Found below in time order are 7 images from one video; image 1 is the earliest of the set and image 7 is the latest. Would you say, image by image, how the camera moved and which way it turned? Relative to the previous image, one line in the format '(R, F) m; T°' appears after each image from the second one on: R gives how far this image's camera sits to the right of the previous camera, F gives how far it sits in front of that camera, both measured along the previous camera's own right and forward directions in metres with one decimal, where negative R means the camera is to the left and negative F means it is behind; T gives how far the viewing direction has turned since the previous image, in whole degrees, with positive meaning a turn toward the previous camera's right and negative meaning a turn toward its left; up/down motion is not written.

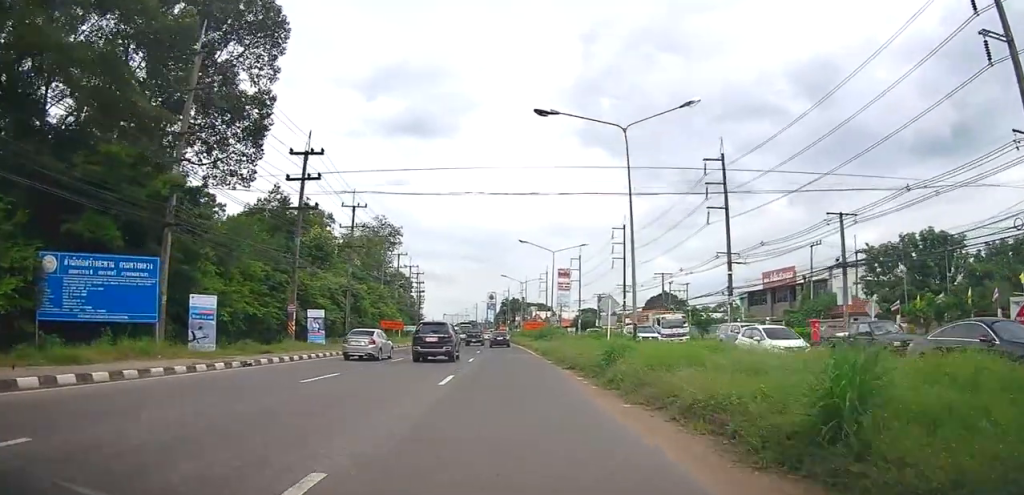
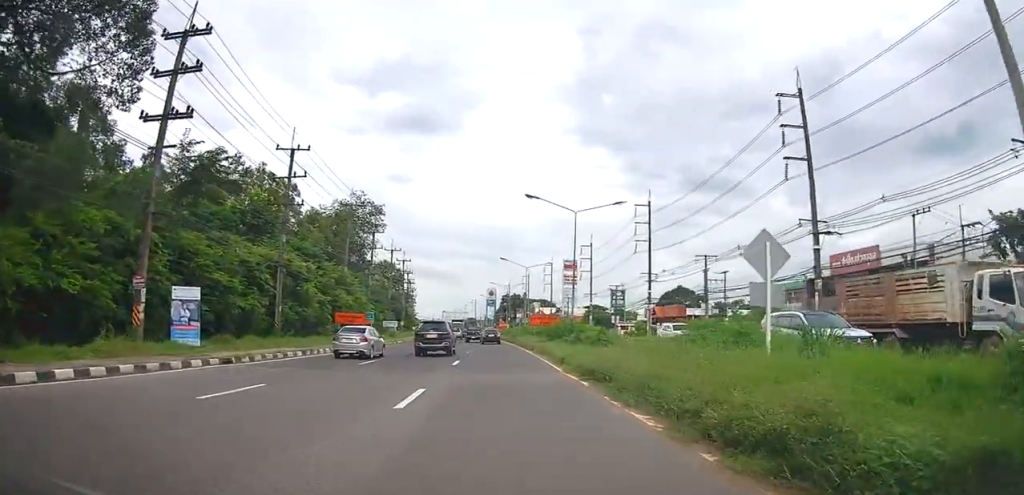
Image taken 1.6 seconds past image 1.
(-0.2, +17.5) m; -2°
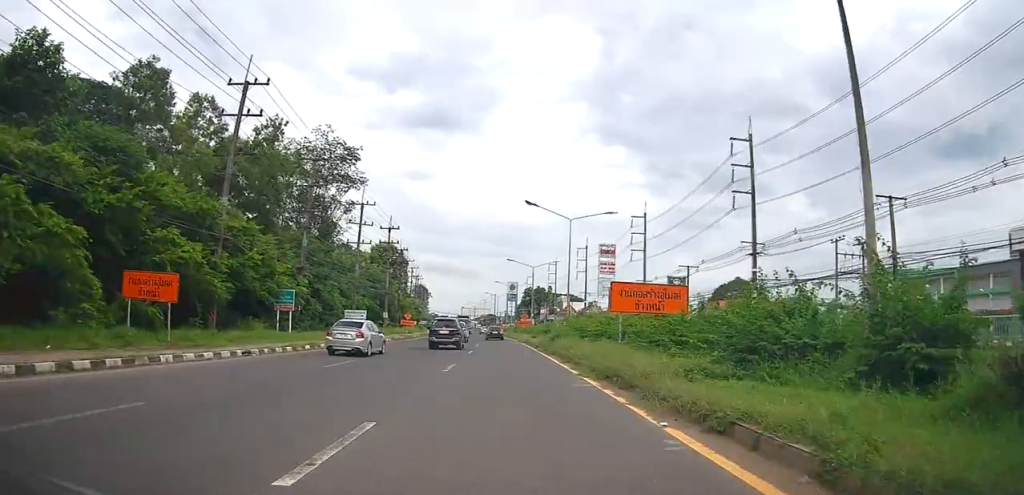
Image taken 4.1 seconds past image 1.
(0.0, +29.7) m; -1°
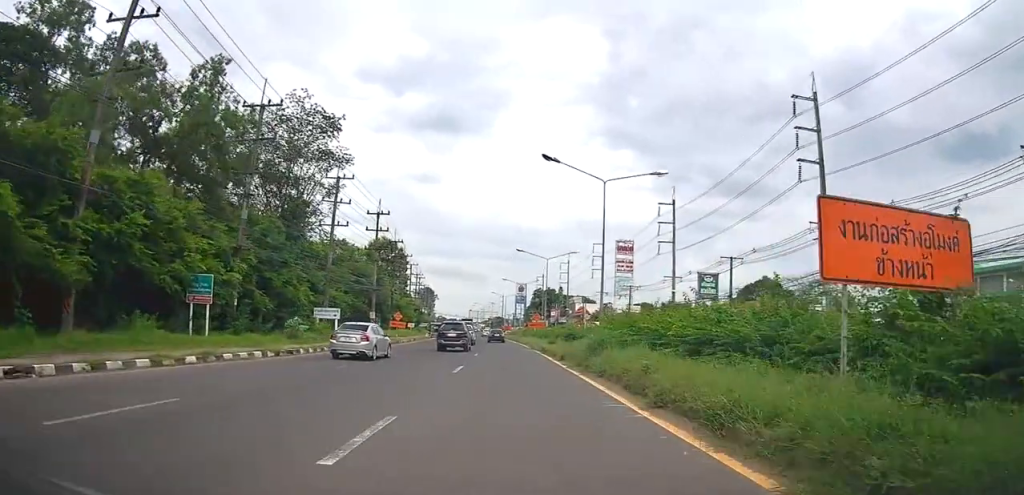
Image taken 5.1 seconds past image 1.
(-0.3, +11.3) m; -1°
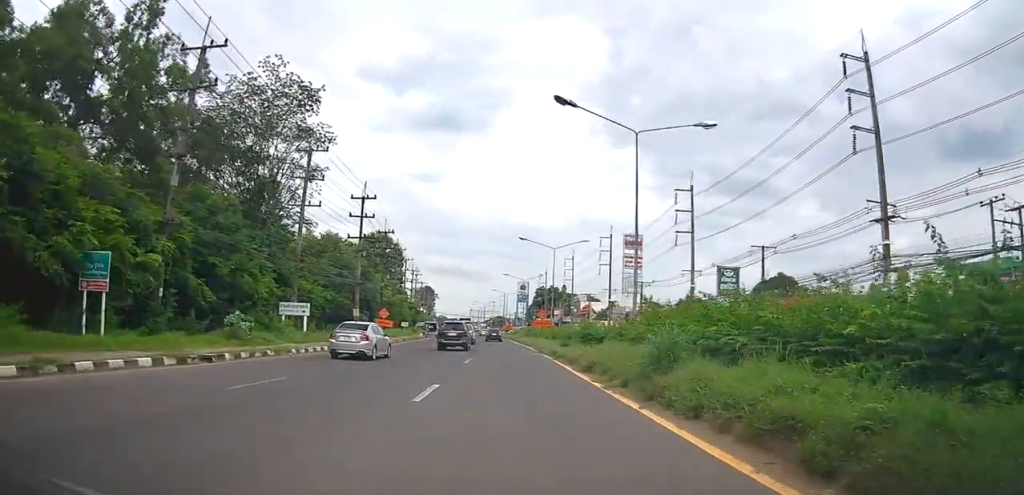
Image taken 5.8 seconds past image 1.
(+0.1, +7.3) m; 0°
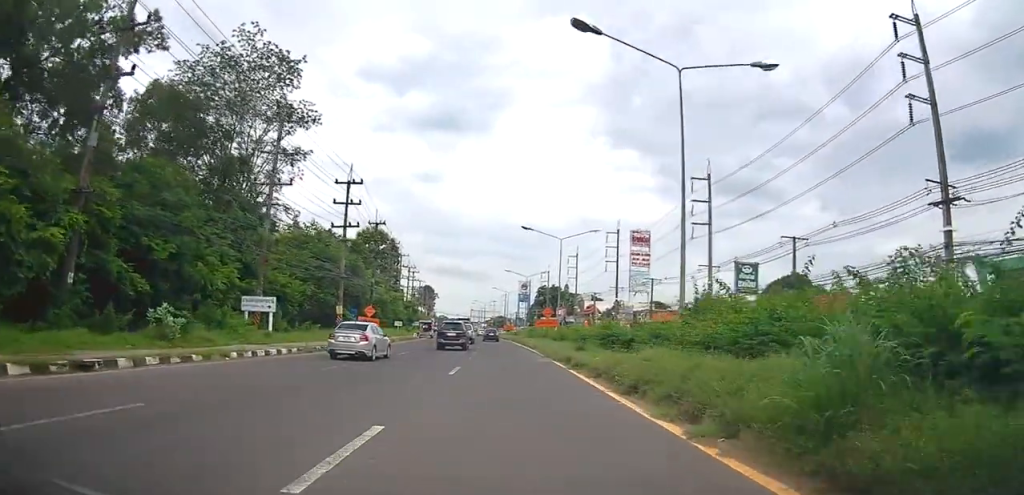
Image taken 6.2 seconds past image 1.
(0.0, +5.8) m; 0°
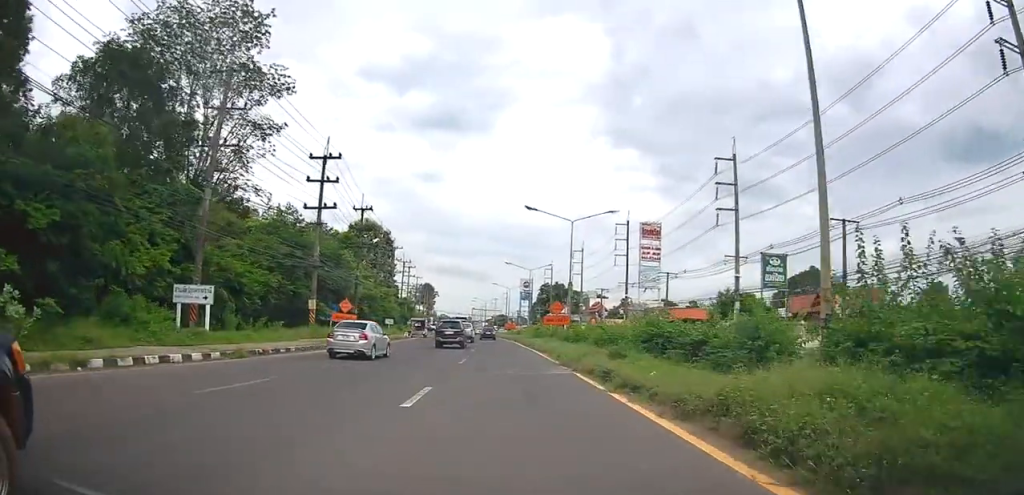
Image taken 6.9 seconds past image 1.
(-0.1, +7.3) m; 0°
